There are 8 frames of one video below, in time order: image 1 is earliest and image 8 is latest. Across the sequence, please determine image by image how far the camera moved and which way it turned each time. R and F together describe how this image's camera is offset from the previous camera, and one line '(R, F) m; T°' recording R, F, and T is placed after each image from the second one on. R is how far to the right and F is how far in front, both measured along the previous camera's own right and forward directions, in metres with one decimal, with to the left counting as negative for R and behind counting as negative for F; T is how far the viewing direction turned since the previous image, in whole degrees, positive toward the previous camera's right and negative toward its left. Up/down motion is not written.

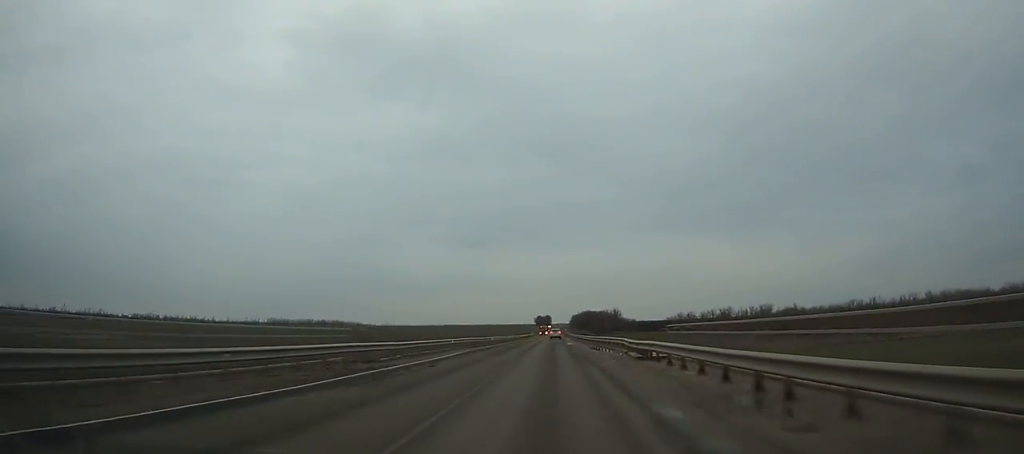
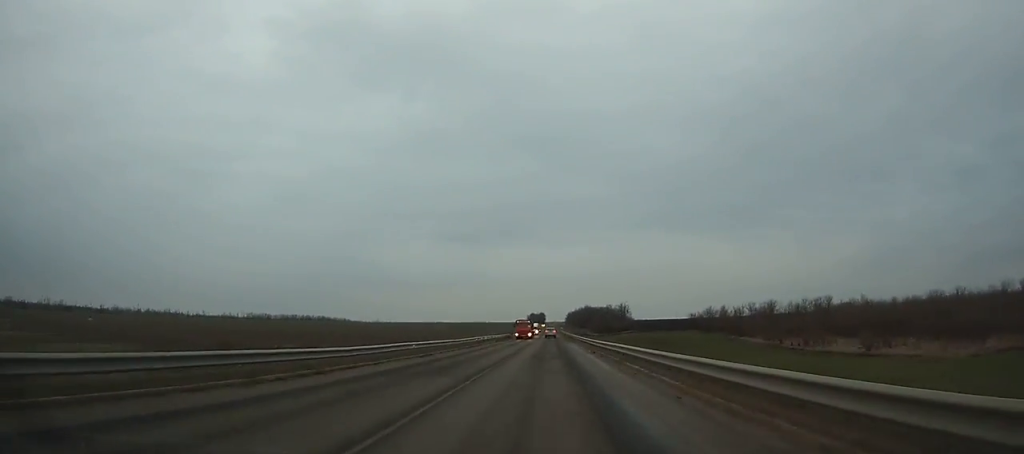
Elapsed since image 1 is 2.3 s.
(+0.5, +57.6) m; 0°
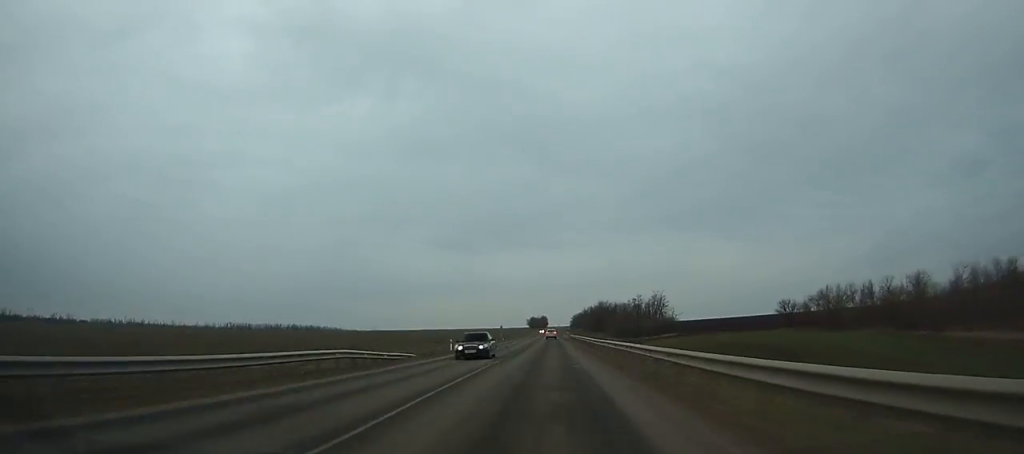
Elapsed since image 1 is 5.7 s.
(-0.1, +86.3) m; 0°
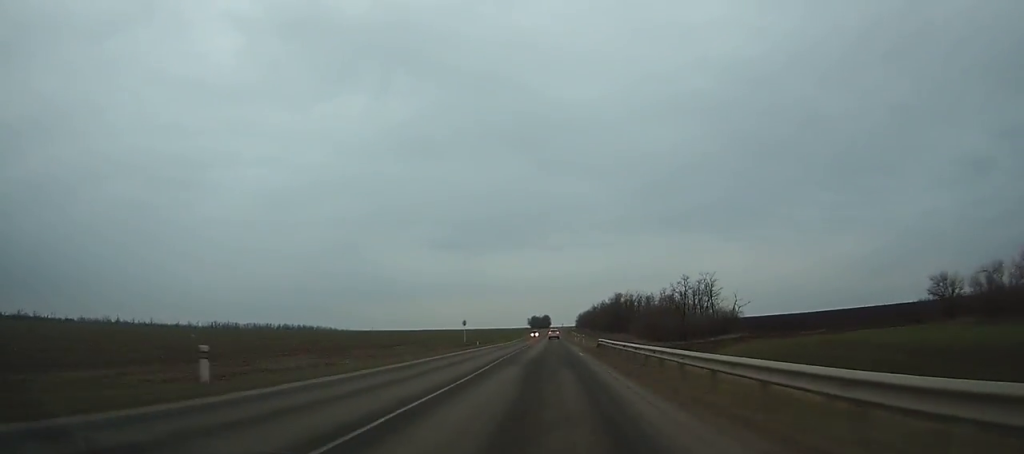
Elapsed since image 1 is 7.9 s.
(0.0, +56.7) m; 0°
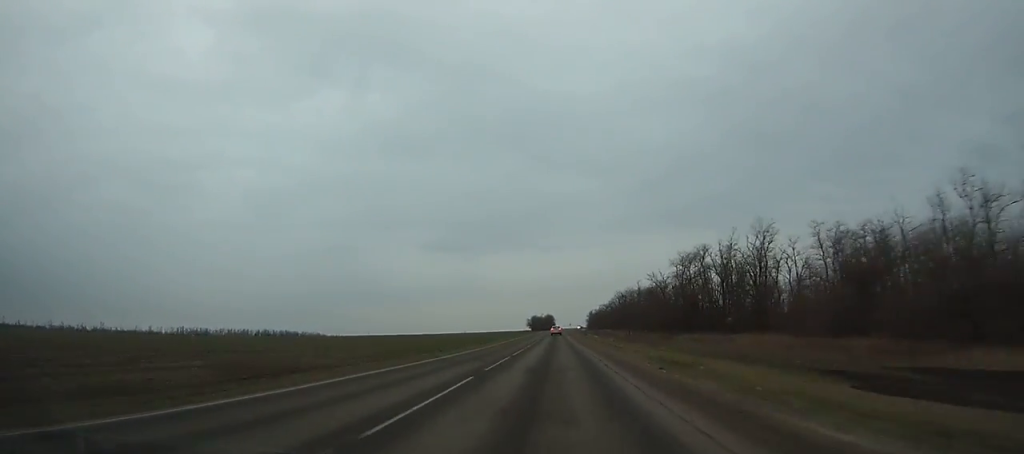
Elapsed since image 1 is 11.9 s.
(-0.3, +104.5) m; 0°
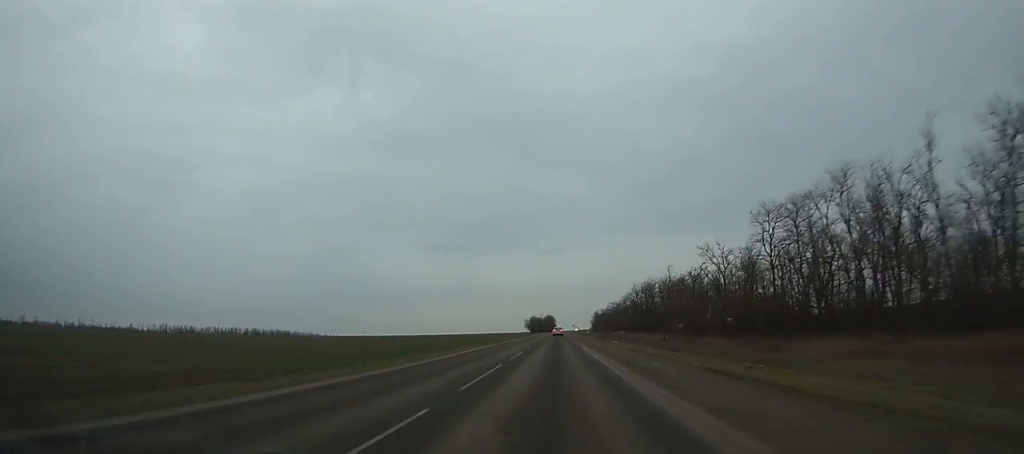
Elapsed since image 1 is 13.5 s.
(-0.2, +42.6) m; 0°
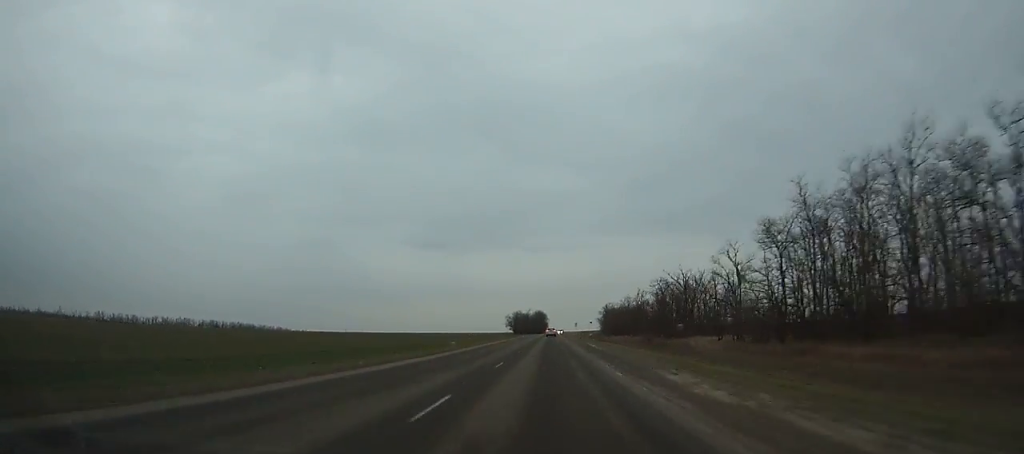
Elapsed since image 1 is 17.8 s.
(+0.6, +115.1) m; +1°
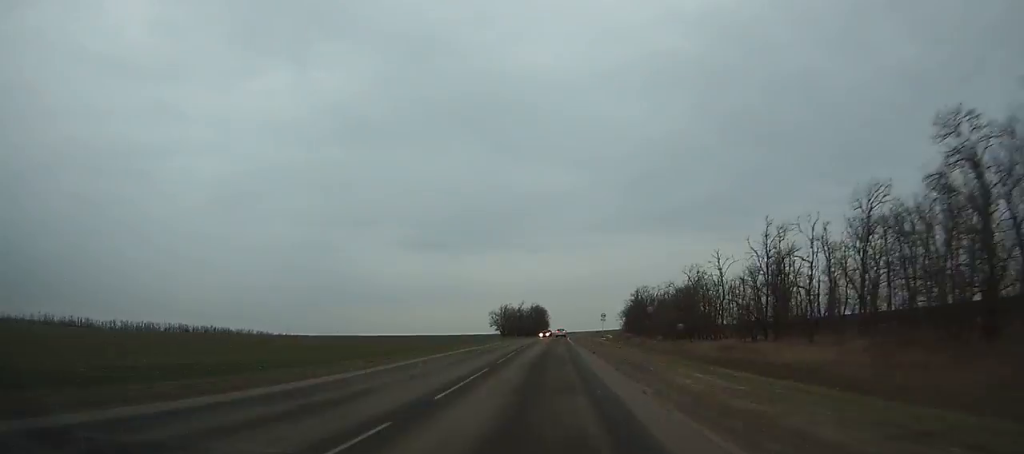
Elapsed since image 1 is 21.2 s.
(+0.1, +91.5) m; +1°
